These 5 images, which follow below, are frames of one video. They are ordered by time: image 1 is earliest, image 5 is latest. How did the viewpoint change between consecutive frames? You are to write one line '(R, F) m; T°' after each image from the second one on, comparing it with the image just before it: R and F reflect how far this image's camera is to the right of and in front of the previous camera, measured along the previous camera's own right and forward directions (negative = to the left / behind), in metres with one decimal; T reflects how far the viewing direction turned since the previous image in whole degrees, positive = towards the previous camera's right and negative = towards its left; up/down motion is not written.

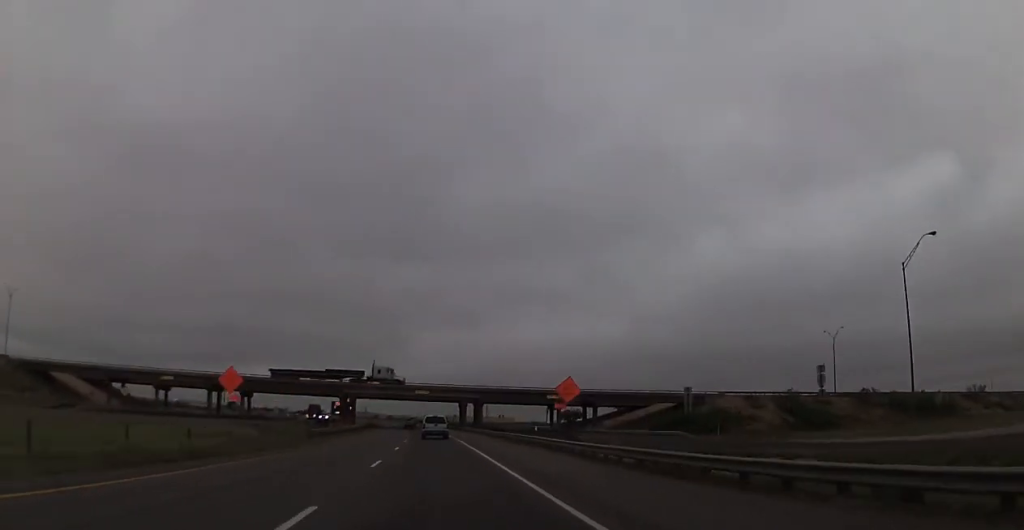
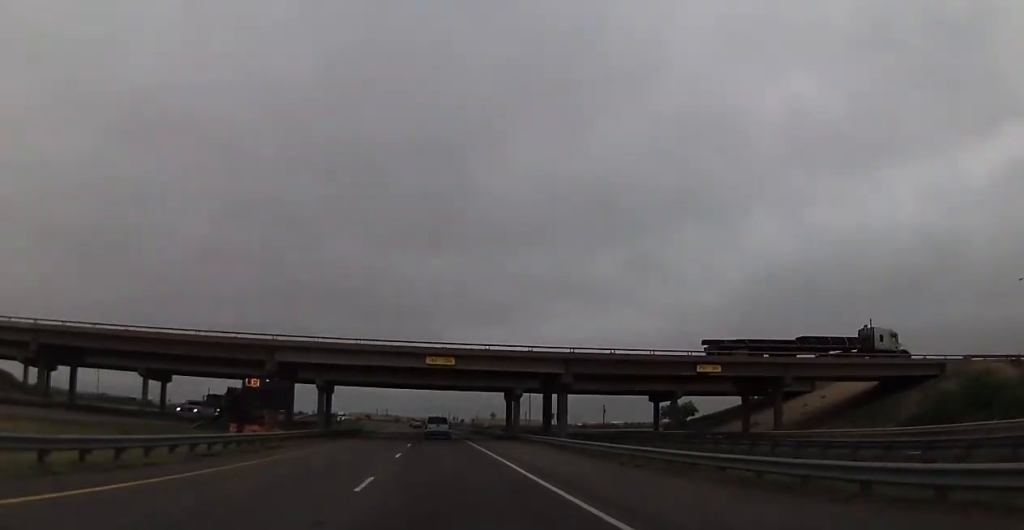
(-1.6, +55.1) m; -3°
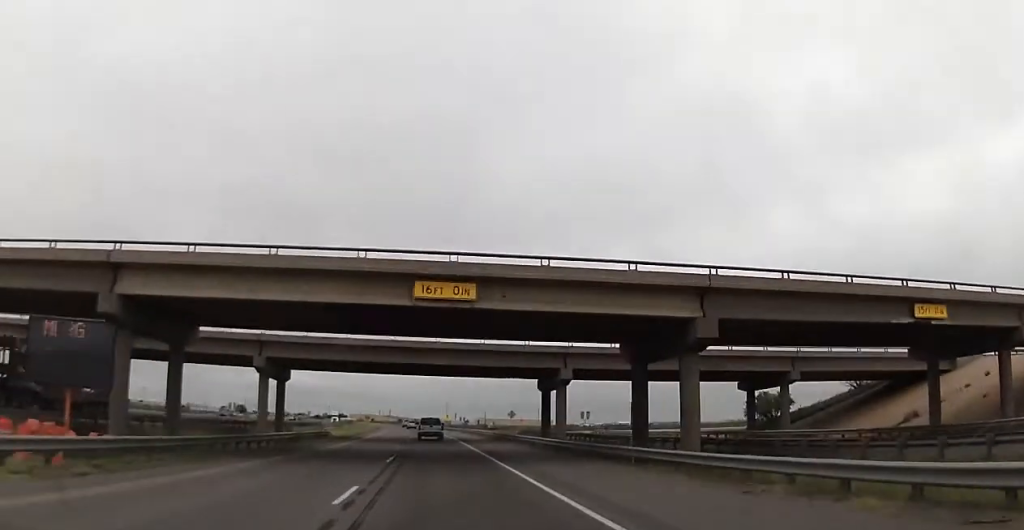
(-0.1, +26.1) m; -1°
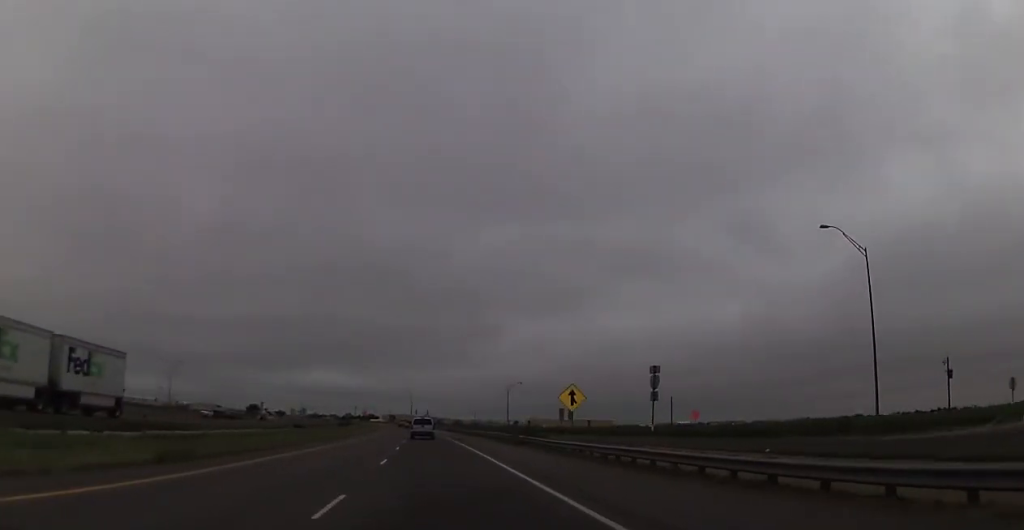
(-3.9, +111.0) m; -3°
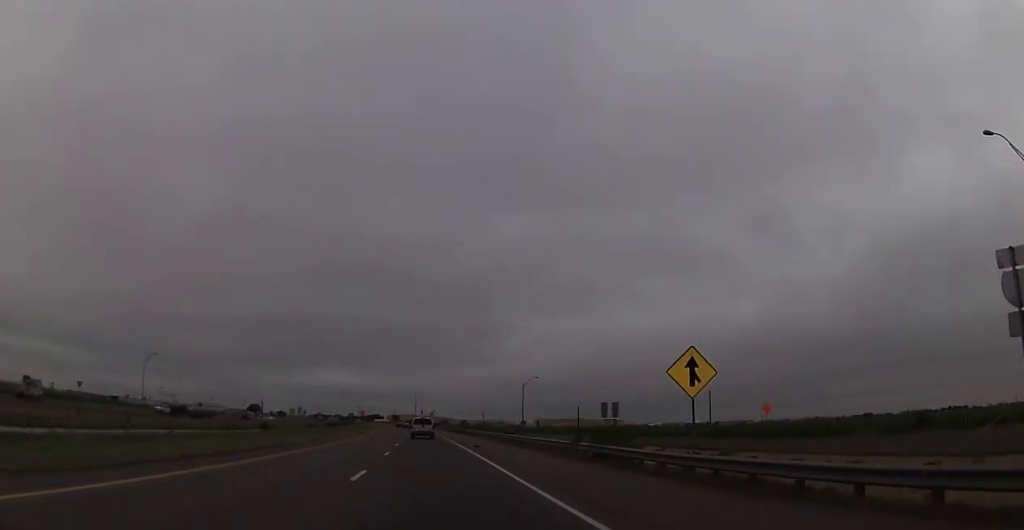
(0.0, +18.4) m; -1°
